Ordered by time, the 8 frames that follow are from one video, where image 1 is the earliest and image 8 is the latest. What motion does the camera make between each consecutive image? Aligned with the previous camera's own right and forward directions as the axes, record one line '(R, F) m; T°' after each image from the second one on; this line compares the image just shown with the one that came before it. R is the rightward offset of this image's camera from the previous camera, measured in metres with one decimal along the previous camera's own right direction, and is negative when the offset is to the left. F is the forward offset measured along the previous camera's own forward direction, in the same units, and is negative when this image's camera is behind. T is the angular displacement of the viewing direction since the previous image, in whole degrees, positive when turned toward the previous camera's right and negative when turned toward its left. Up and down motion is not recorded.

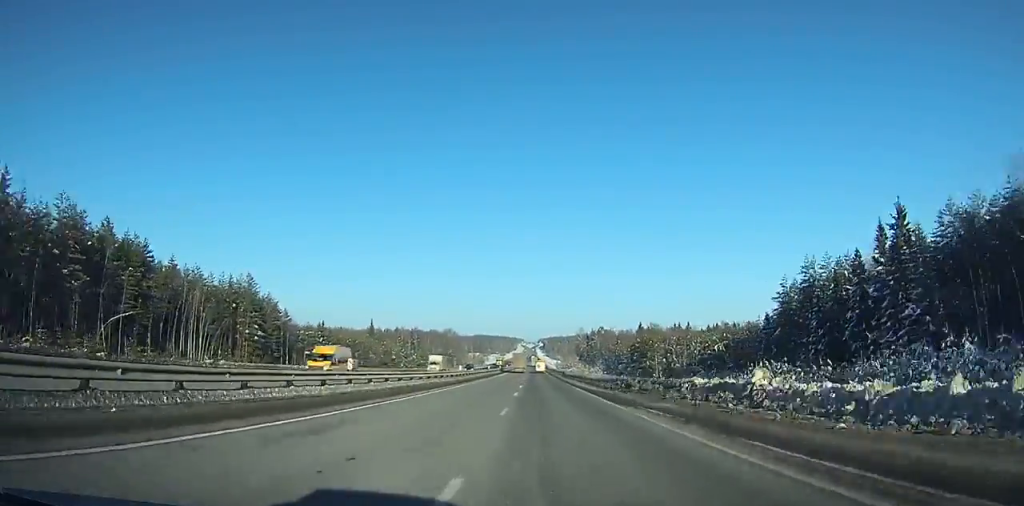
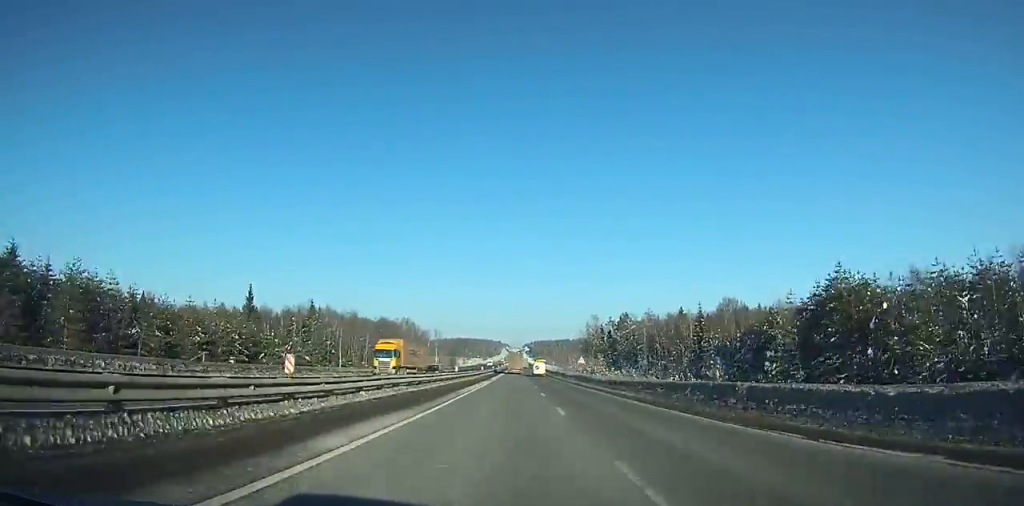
(+0.4, +122.8) m; +1°
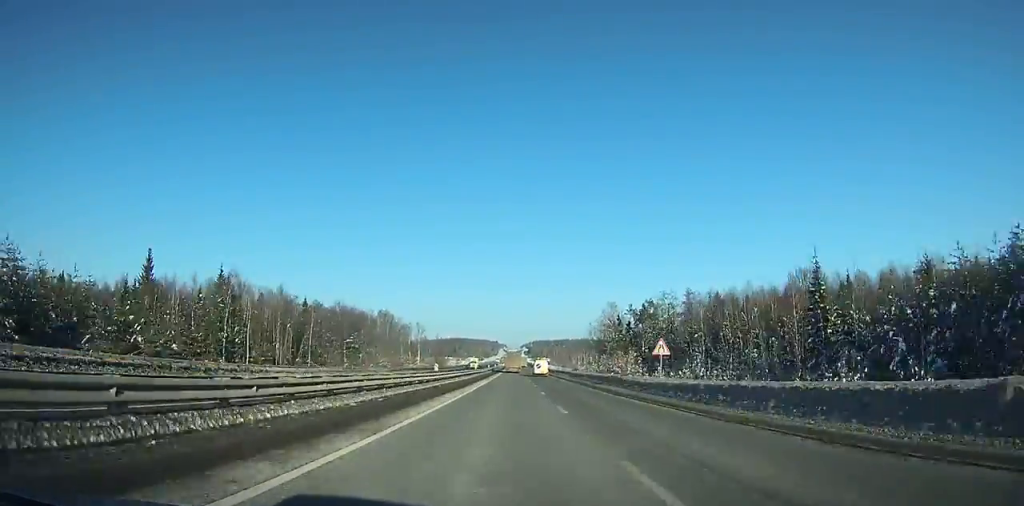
(+0.2, +47.3) m; 0°
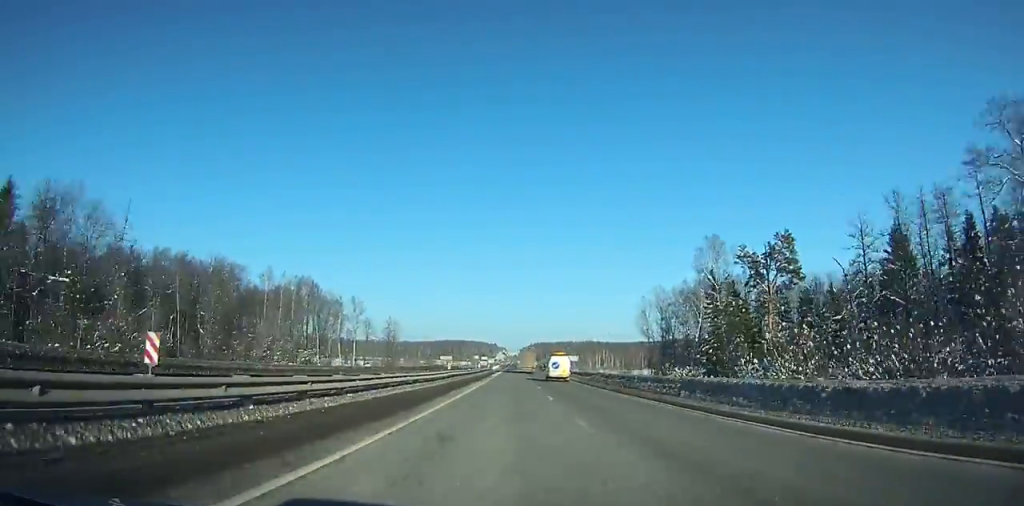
(+0.4, +103.6) m; 0°
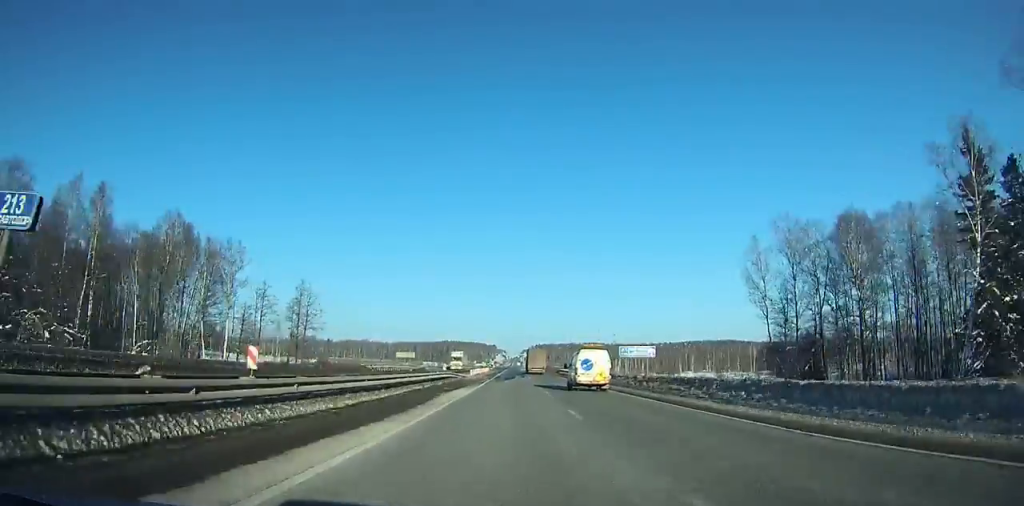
(-0.1, +72.3) m; 0°
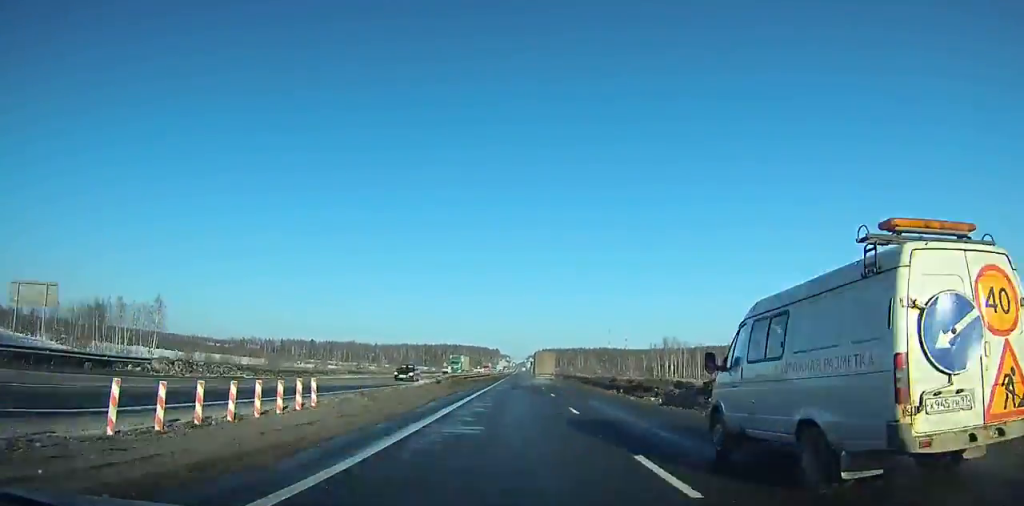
(+0.1, +94.3) m; +2°
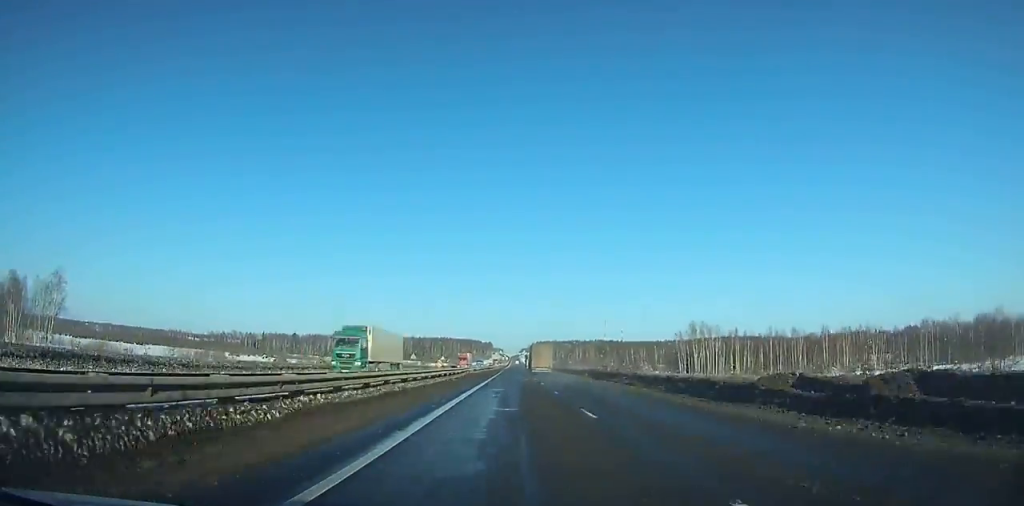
(-1.4, +40.2) m; +3°
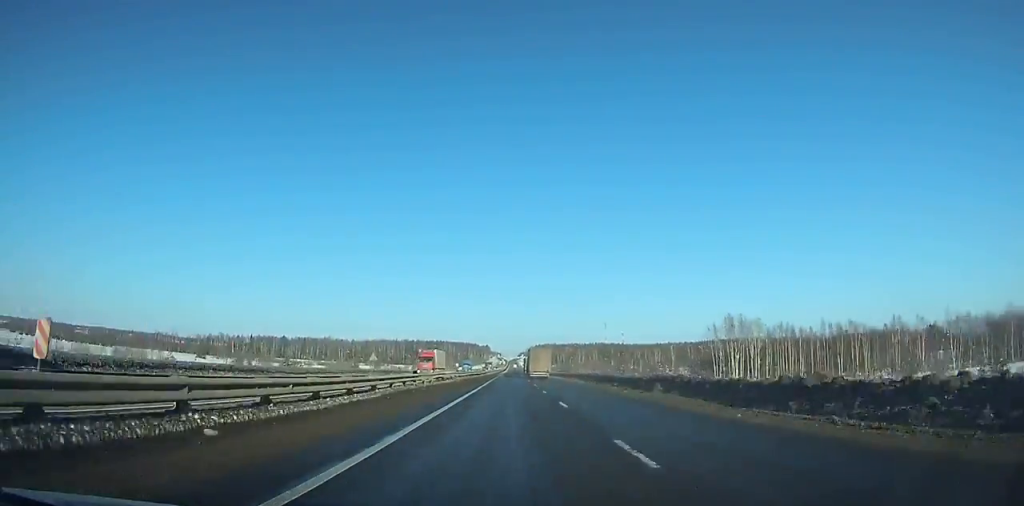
(+1.7, +31.4) m; -1°
